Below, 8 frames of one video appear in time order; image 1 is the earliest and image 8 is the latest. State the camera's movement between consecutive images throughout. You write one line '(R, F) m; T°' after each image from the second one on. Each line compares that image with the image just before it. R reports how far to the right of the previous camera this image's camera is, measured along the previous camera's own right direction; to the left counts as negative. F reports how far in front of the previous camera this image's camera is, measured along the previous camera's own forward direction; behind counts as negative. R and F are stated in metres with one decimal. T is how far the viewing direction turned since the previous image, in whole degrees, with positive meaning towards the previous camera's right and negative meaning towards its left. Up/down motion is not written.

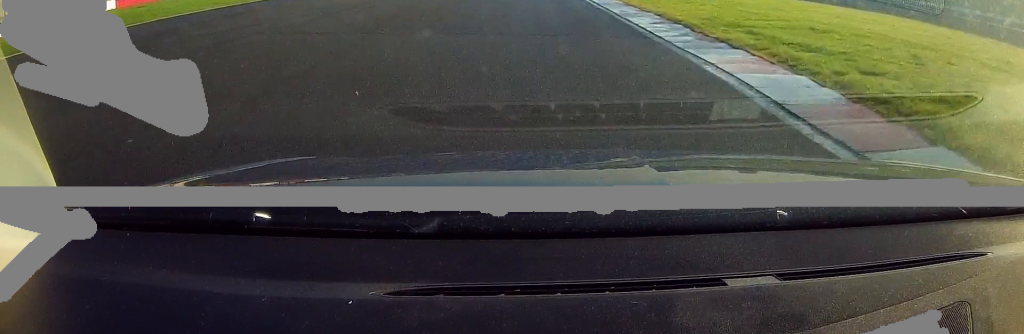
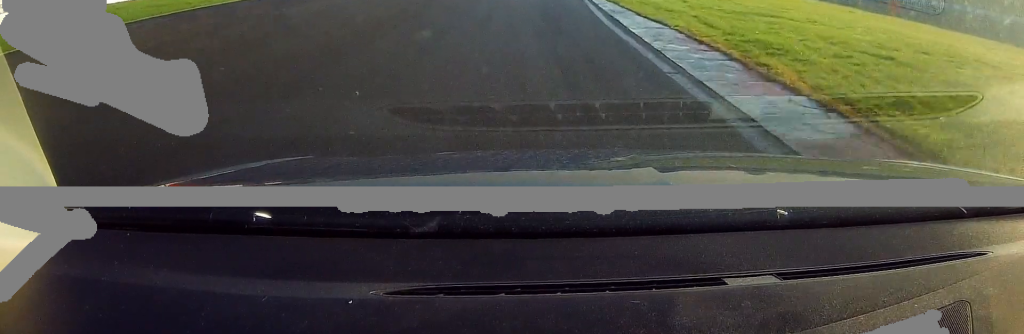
(+0.2, +21.0) m; 0°
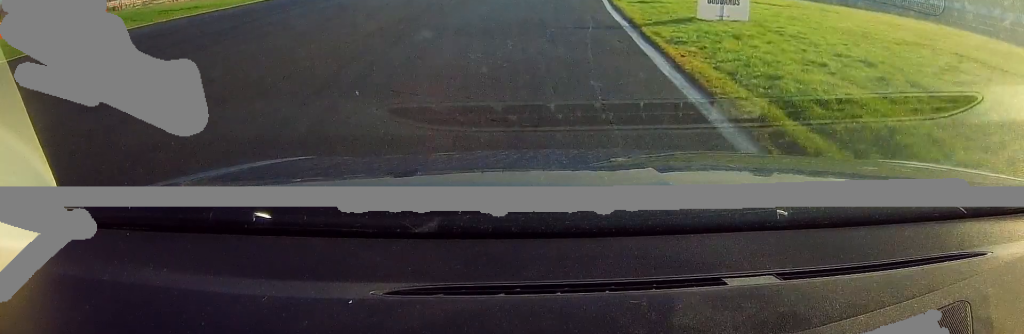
(+0.2, +28.2) m; +4°
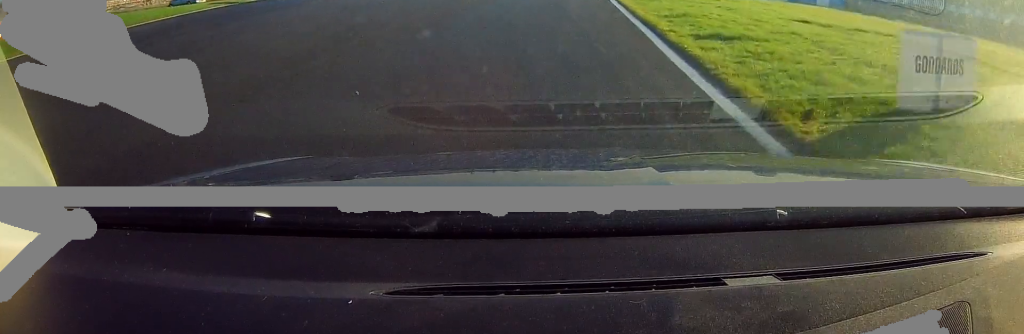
(+0.3, +8.8) m; 0°
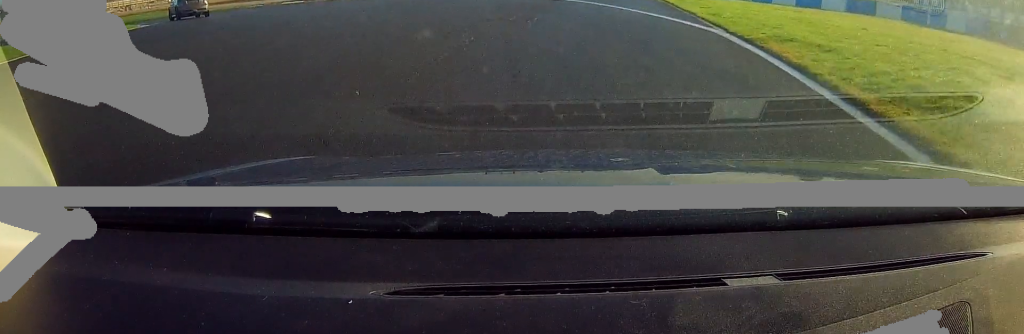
(-0.2, +16.8) m; -5°
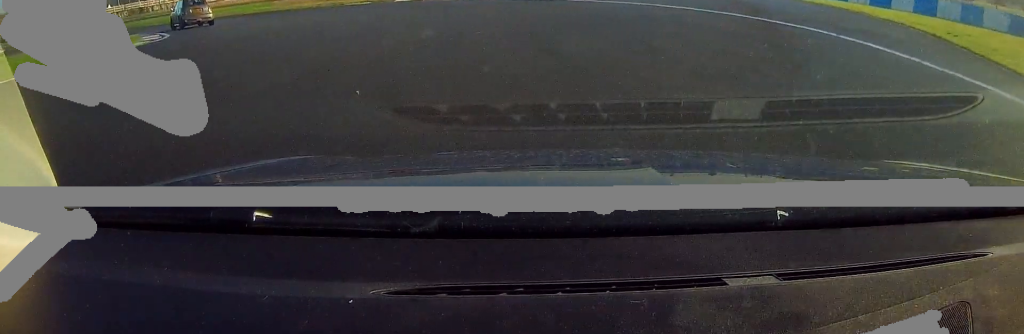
(-0.7, +11.2) m; -11°
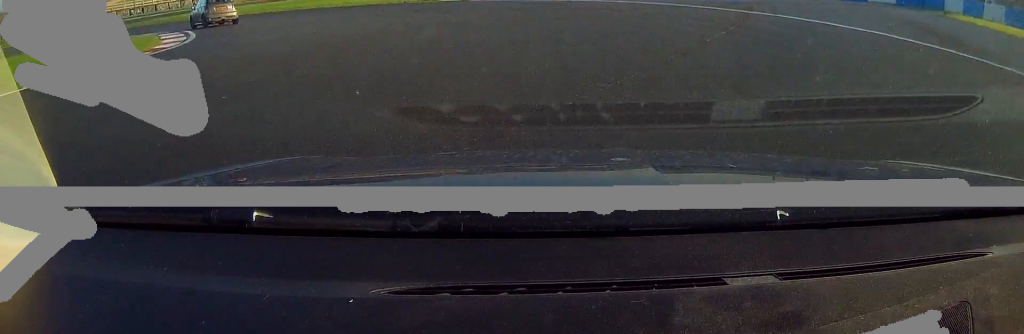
(+0.2, +6.0) m; -8°
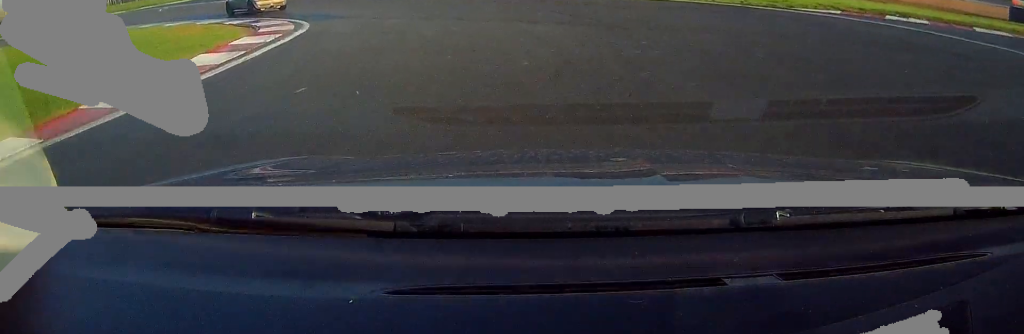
(-4.2, +14.9) m; -26°
